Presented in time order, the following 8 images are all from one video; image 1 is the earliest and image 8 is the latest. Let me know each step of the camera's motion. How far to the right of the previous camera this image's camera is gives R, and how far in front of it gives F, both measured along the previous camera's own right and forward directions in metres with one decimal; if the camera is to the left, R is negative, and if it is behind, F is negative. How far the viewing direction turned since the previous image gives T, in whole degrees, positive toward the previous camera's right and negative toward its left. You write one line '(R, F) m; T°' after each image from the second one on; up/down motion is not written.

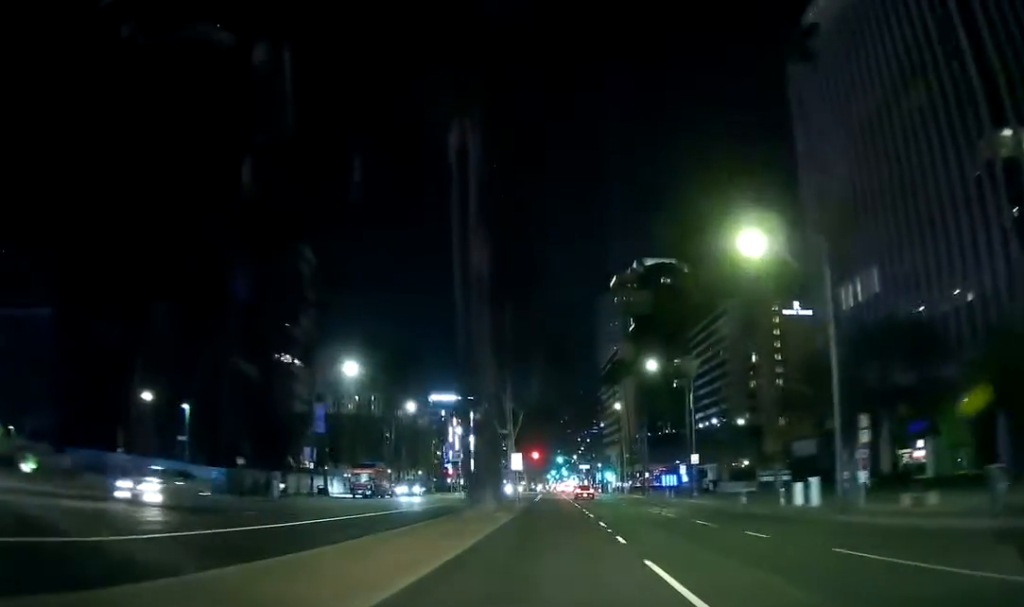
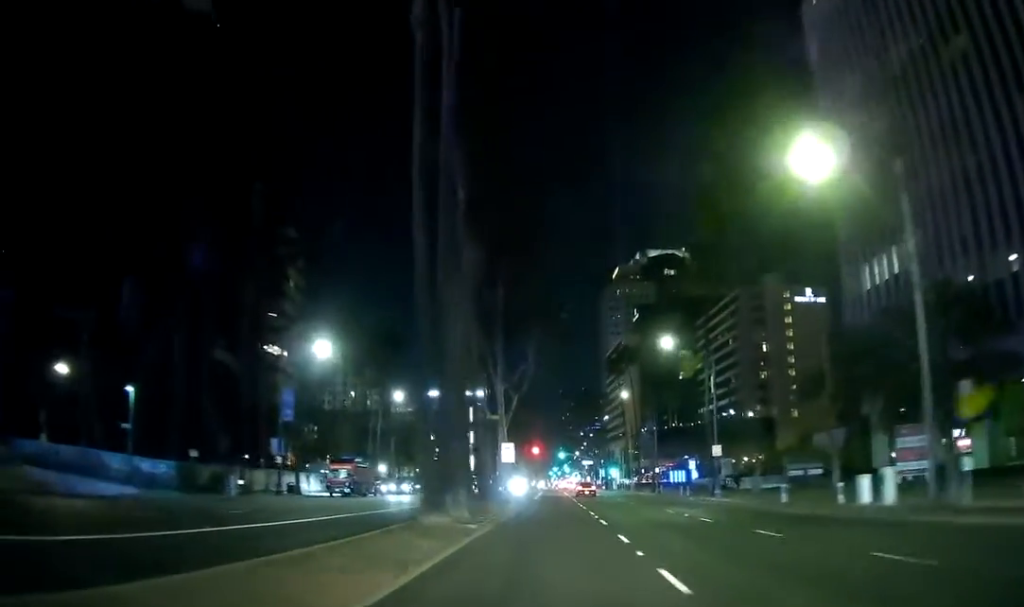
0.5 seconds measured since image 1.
(-0.1, +8.4) m; -1°
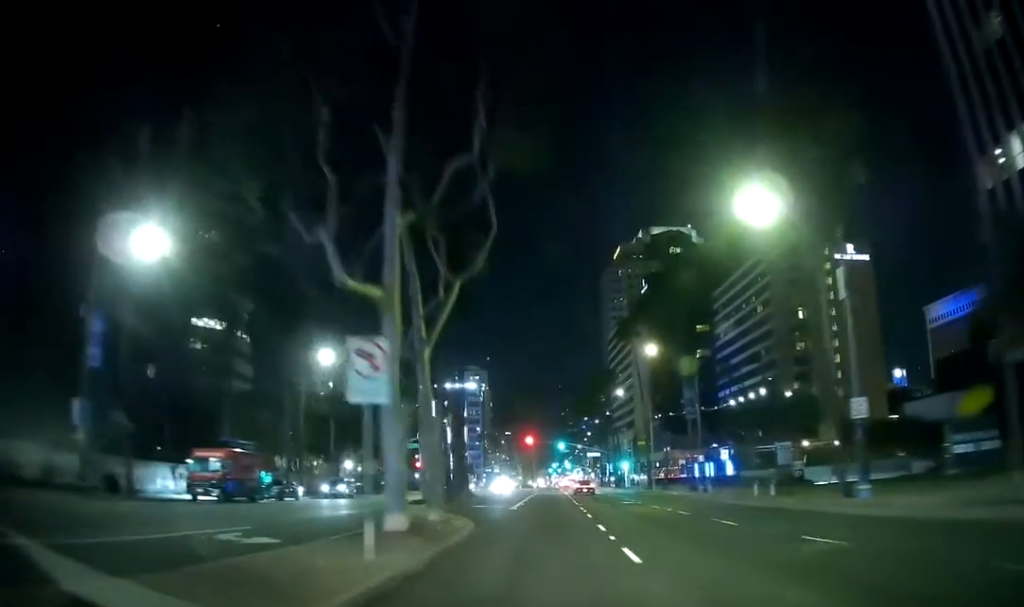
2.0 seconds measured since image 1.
(-0.5, +25.9) m; -2°
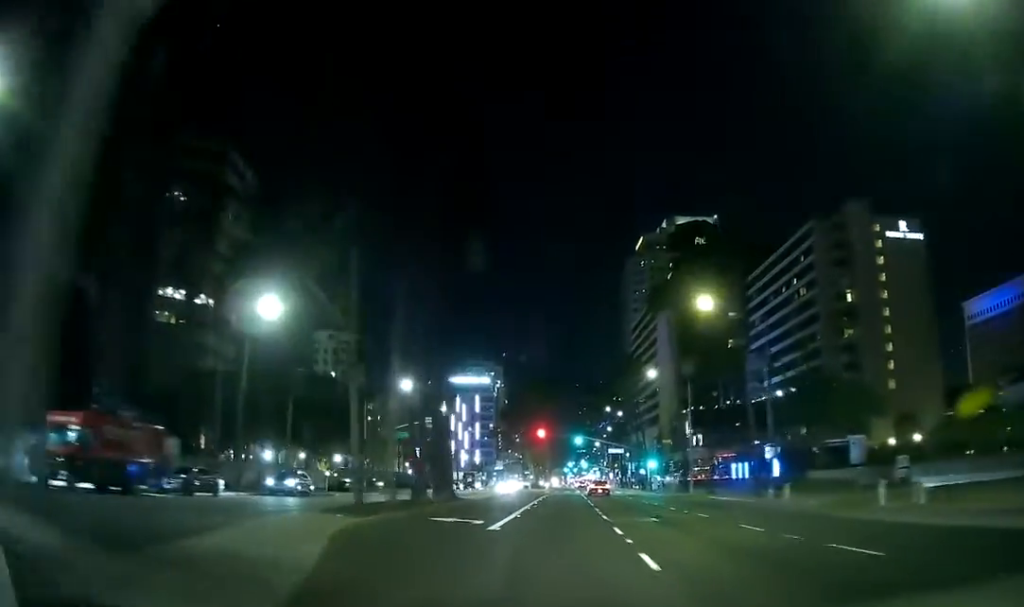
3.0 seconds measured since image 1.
(-0.1, +15.7) m; 0°
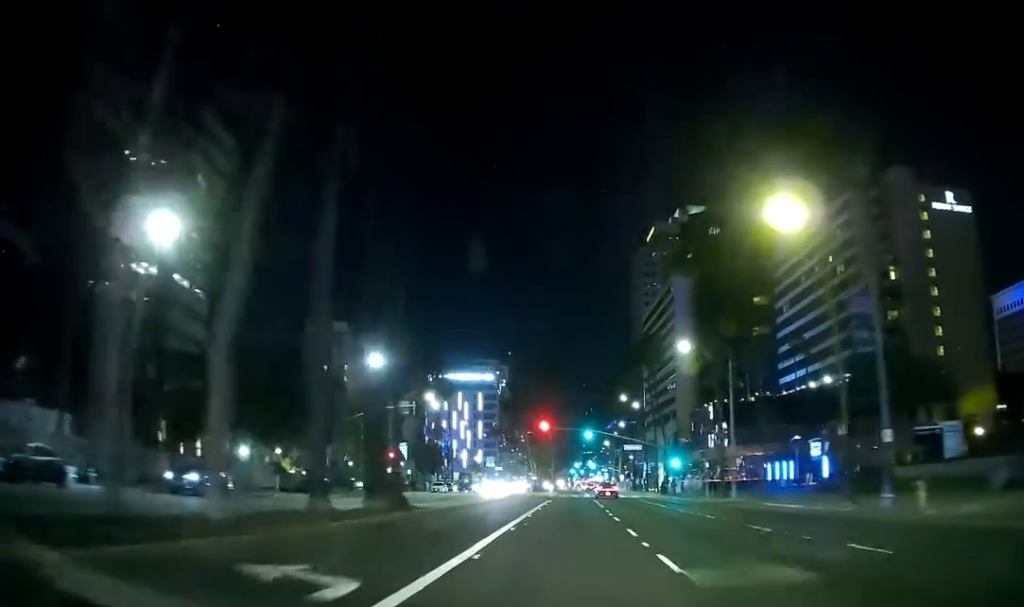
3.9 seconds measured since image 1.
(+0.1, +15.0) m; -1°
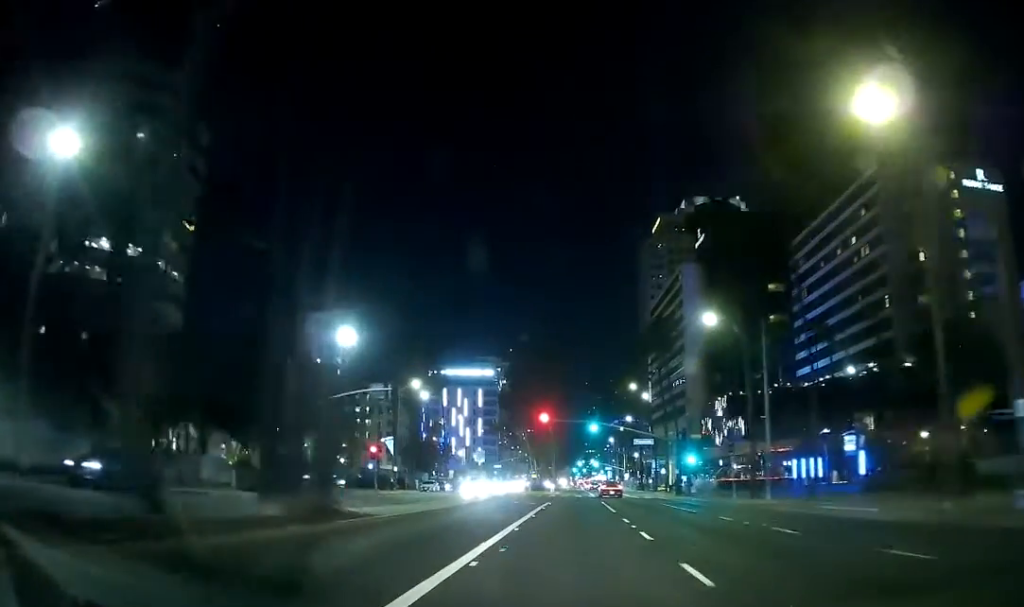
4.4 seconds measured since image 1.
(0.0, +8.7) m; 0°
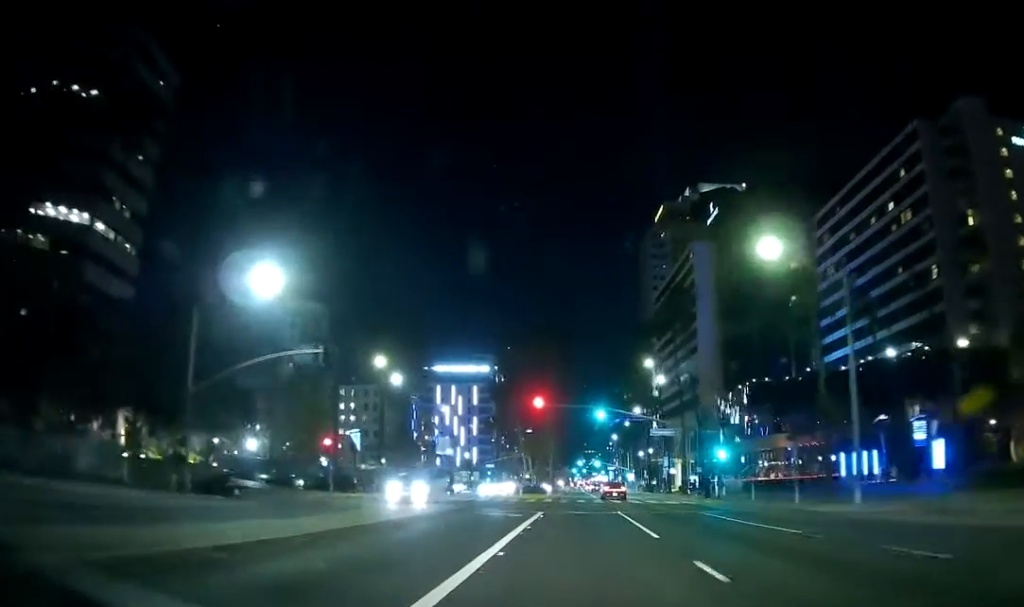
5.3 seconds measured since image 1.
(-0.3, +14.3) m; 0°
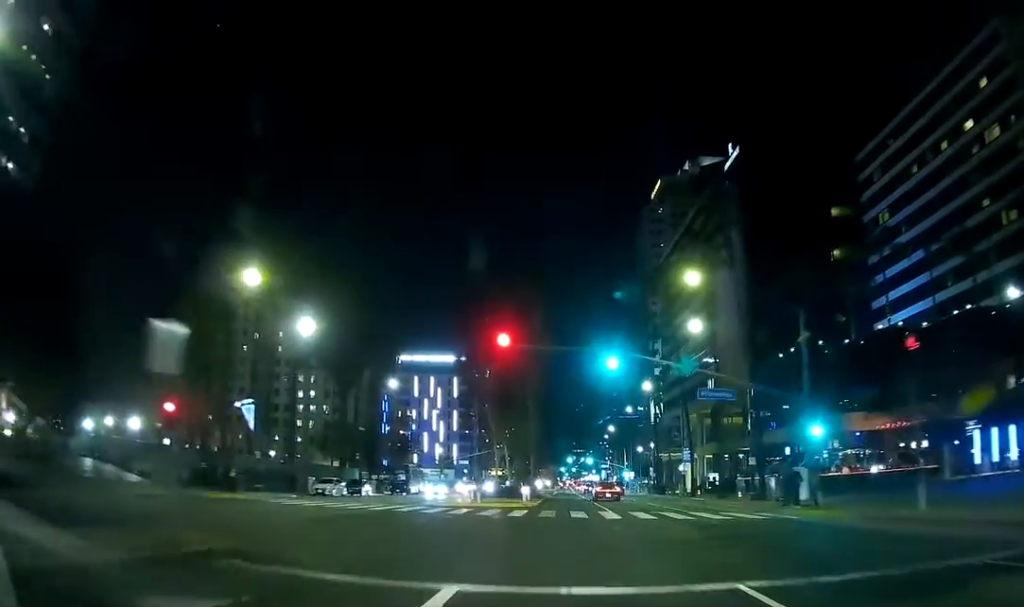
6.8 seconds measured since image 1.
(+0.4, +24.0) m; +1°
